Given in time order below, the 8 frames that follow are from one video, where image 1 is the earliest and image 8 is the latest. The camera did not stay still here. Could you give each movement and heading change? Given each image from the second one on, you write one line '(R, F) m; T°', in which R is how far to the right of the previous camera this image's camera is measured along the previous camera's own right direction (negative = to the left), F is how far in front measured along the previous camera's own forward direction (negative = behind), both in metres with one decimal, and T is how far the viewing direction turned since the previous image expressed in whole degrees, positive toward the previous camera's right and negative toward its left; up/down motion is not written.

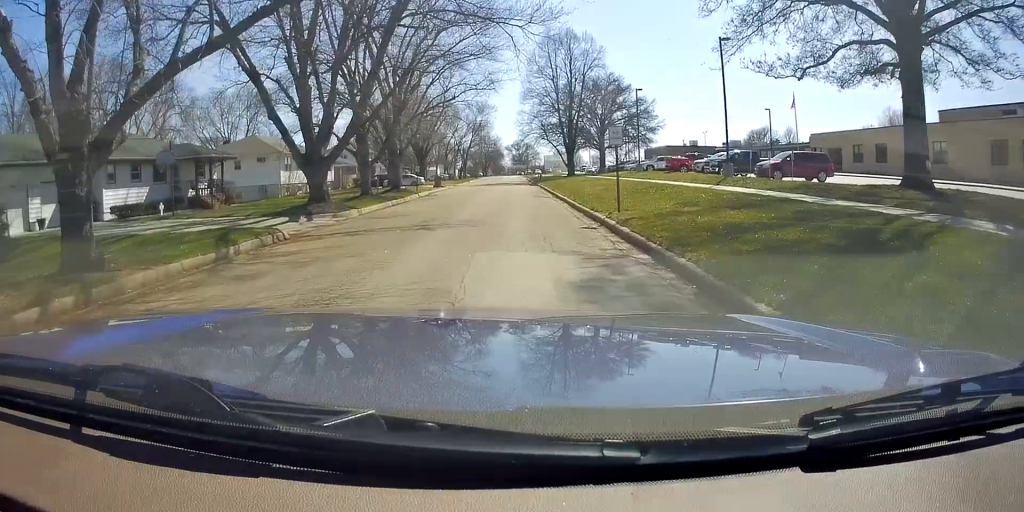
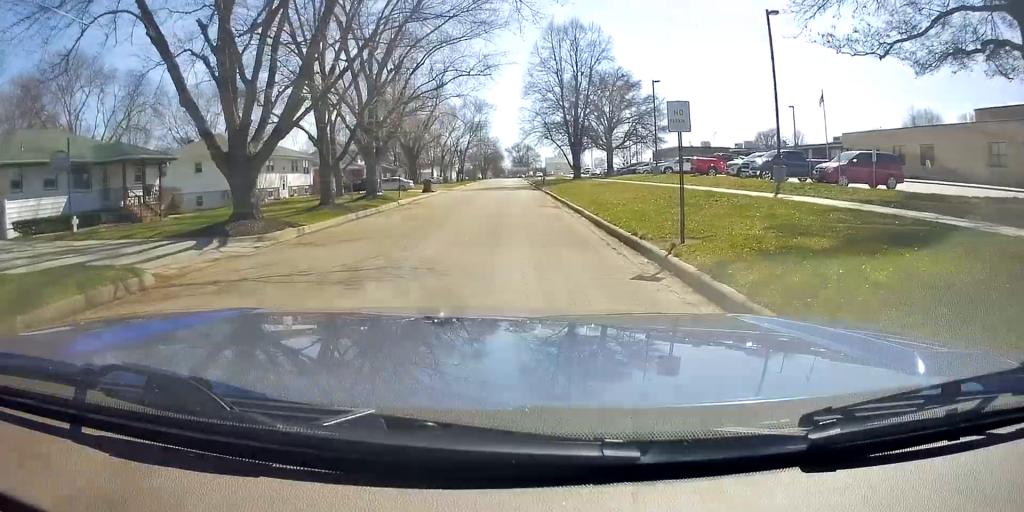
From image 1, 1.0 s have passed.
(0.0, +7.5) m; 0°
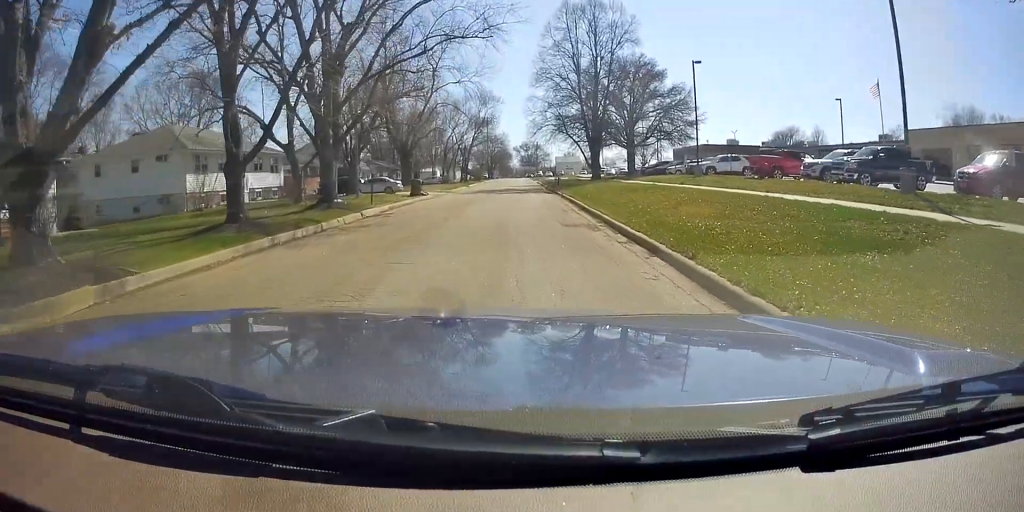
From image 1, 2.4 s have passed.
(0.0, +10.1) m; 0°
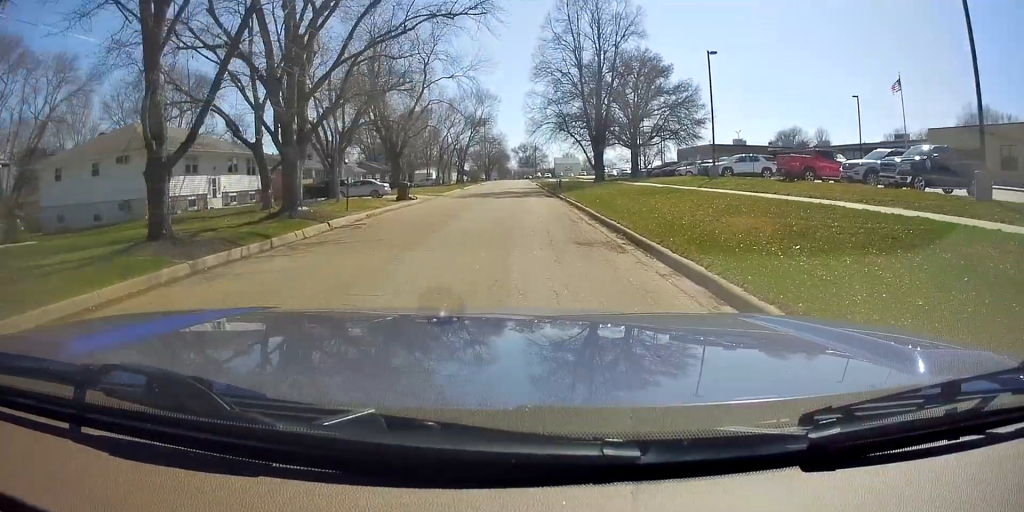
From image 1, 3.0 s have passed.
(0.0, +4.3) m; 0°
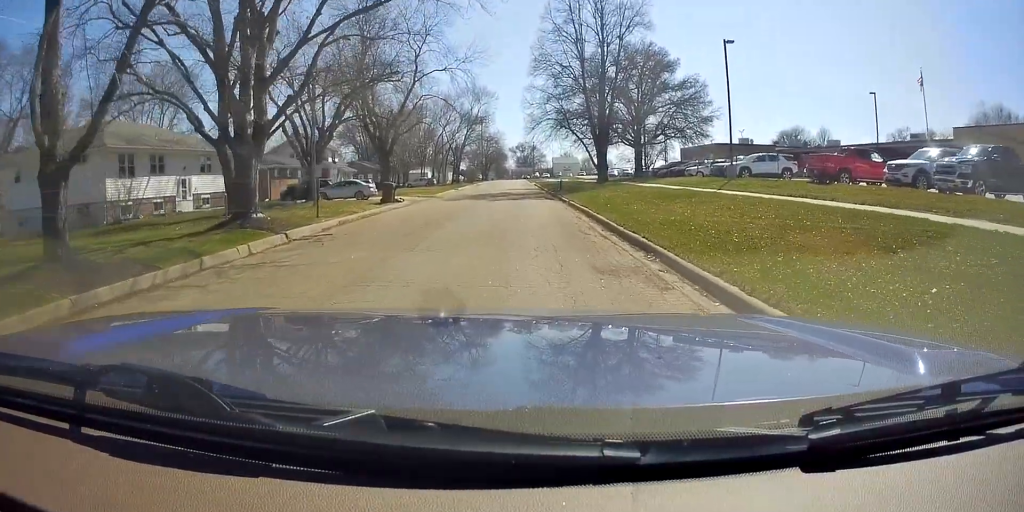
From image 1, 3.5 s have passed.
(0.0, +3.8) m; +3°
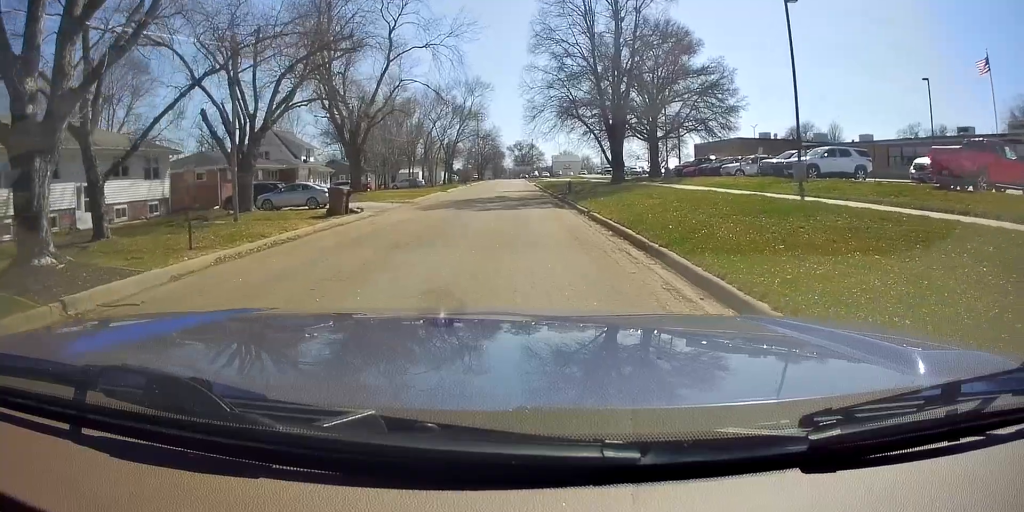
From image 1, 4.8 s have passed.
(+0.7, +9.3) m; +4°
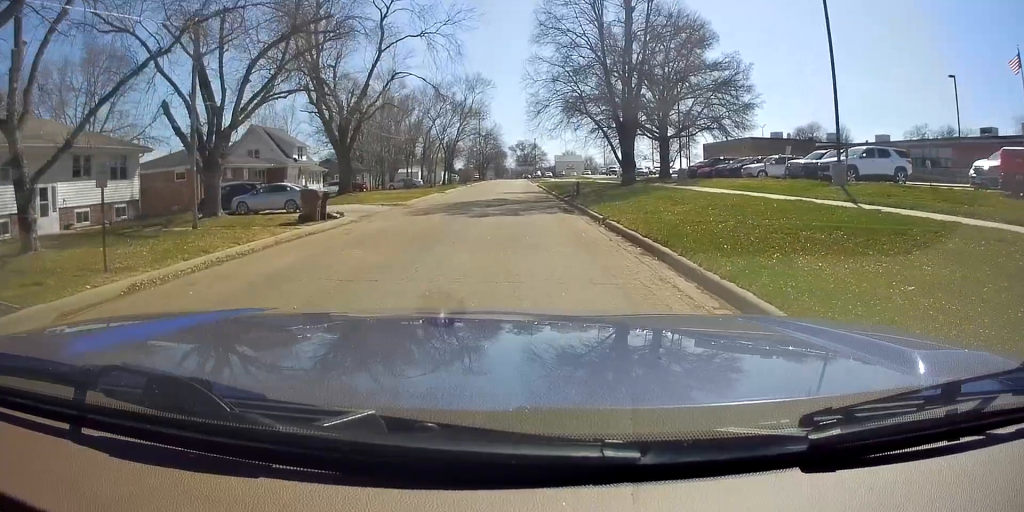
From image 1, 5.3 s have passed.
(+0.1, +3.4) m; -1°
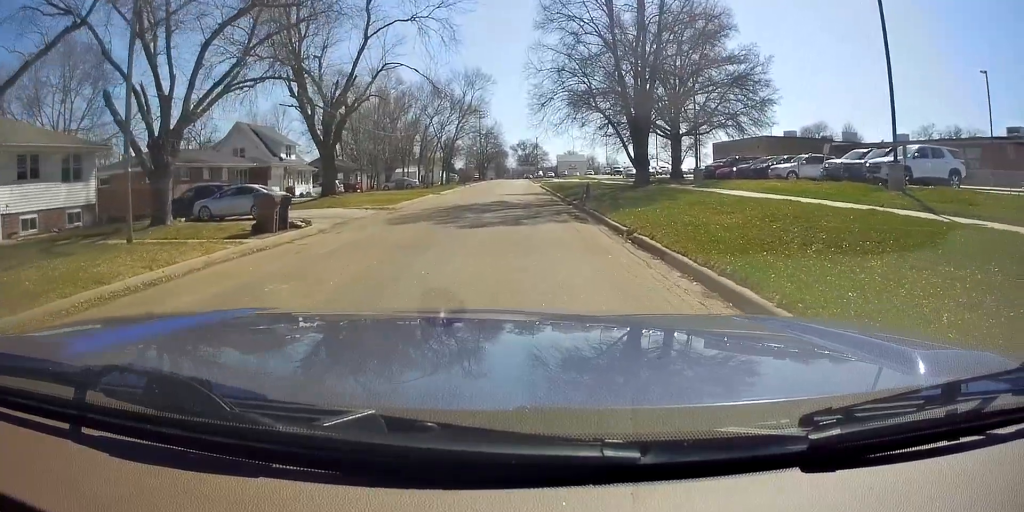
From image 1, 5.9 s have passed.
(-0.4, +4.0) m; -4°
